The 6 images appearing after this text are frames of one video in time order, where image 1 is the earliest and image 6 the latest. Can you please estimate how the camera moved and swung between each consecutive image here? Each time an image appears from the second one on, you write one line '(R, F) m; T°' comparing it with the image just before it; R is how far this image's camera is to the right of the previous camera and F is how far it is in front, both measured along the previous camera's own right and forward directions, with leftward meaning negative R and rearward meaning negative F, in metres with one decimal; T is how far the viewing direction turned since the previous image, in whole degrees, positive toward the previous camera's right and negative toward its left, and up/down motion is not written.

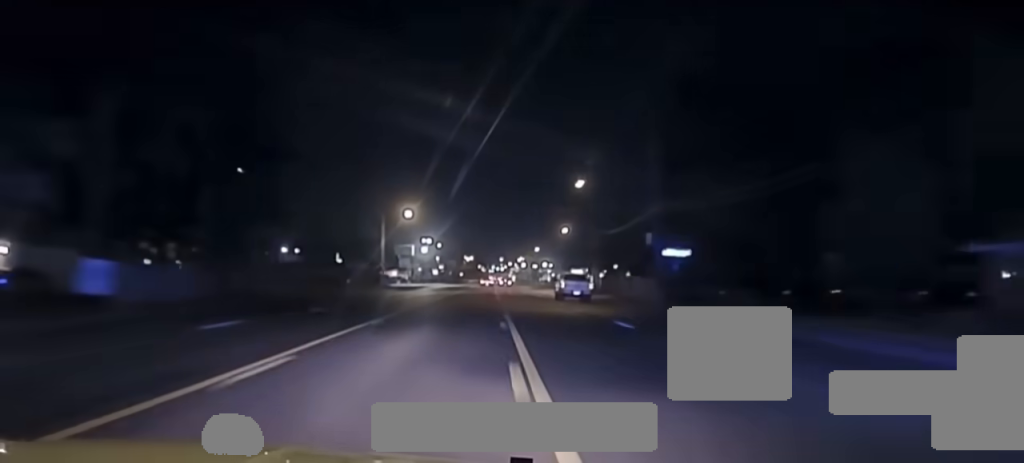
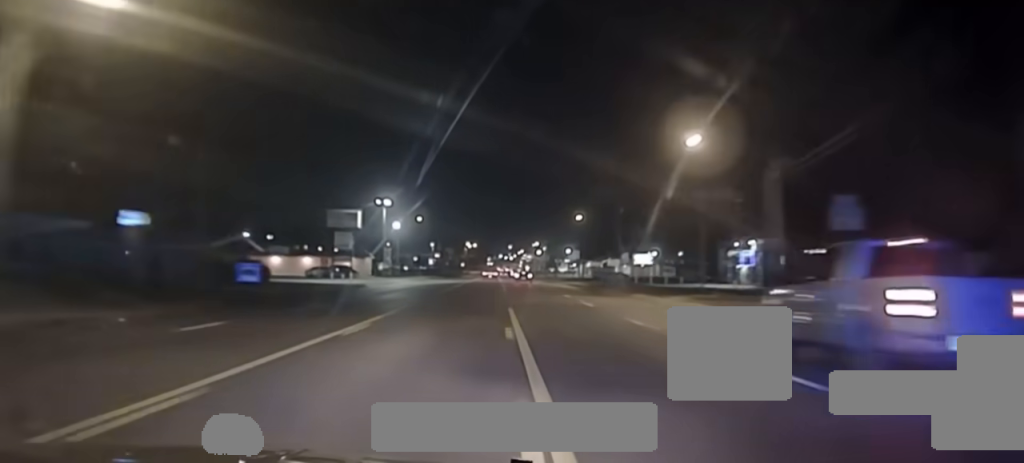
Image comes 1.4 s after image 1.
(-0.7, +74.7) m; -1°
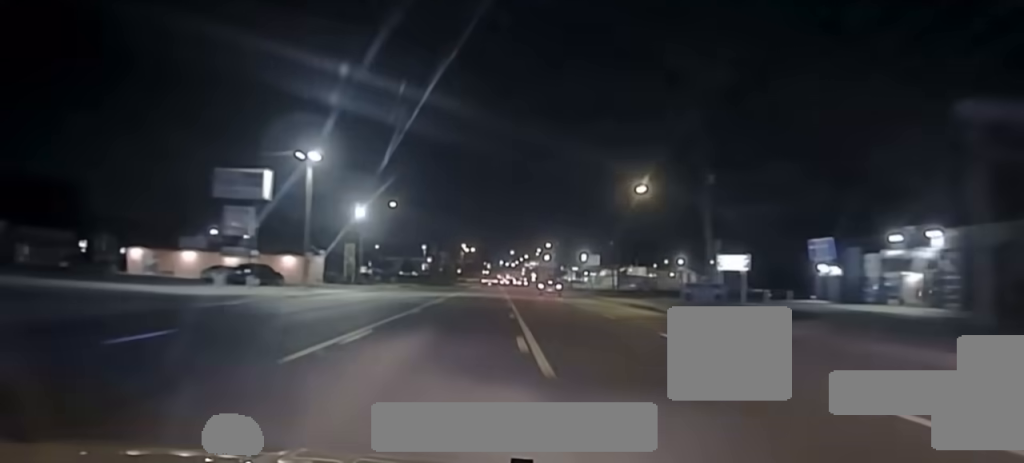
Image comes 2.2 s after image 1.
(-0.1, +36.7) m; 0°
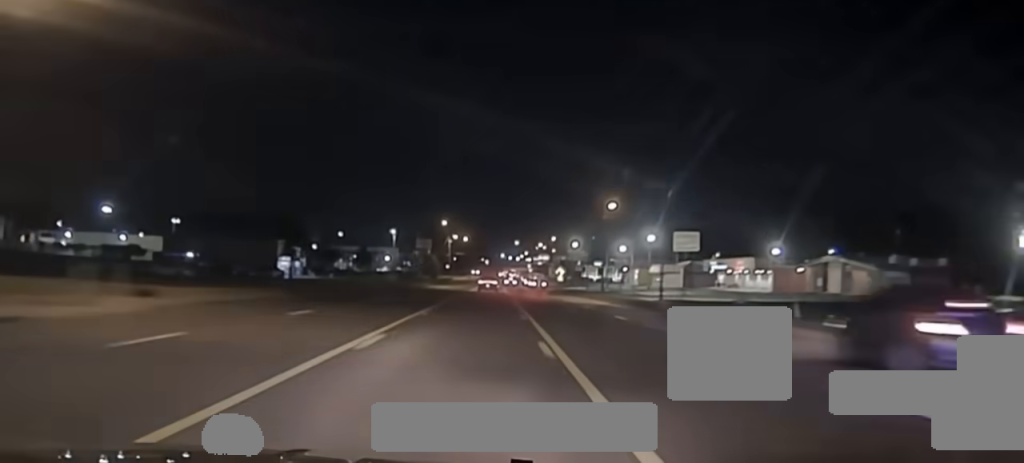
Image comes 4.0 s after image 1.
(0.0, +77.0) m; 0°
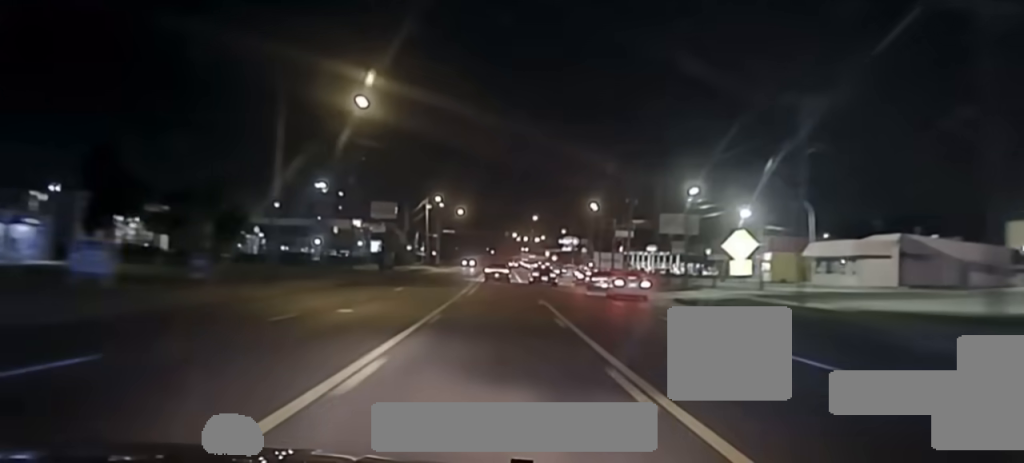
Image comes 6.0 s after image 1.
(+0.1, +97.4) m; 0°
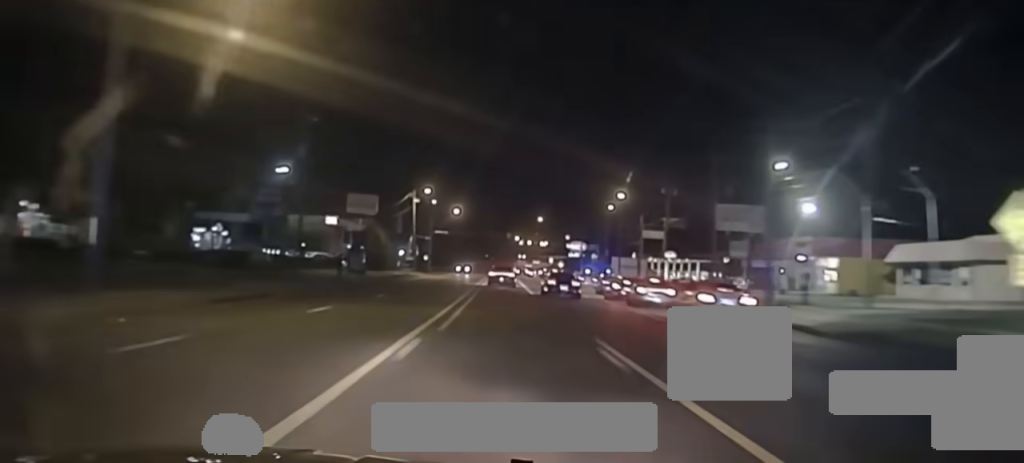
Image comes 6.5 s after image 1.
(0.0, +20.8) m; 0°
